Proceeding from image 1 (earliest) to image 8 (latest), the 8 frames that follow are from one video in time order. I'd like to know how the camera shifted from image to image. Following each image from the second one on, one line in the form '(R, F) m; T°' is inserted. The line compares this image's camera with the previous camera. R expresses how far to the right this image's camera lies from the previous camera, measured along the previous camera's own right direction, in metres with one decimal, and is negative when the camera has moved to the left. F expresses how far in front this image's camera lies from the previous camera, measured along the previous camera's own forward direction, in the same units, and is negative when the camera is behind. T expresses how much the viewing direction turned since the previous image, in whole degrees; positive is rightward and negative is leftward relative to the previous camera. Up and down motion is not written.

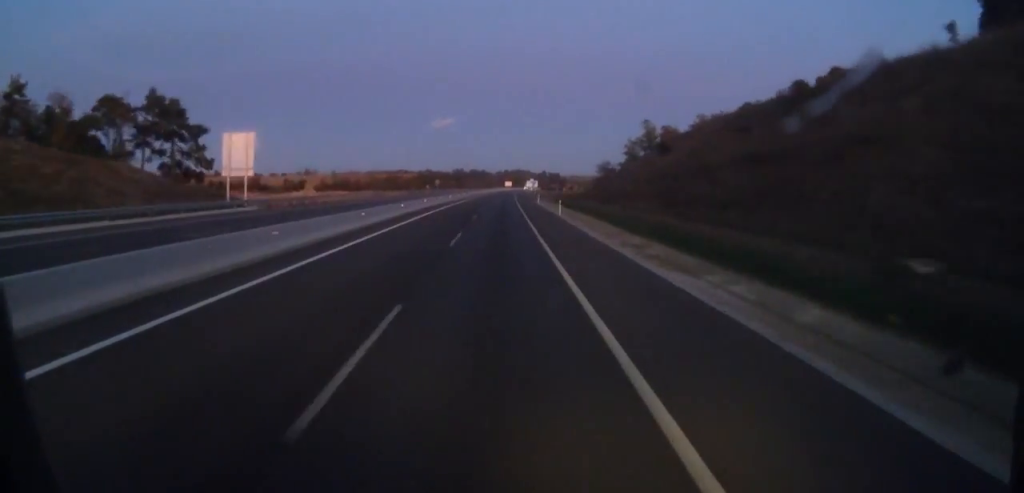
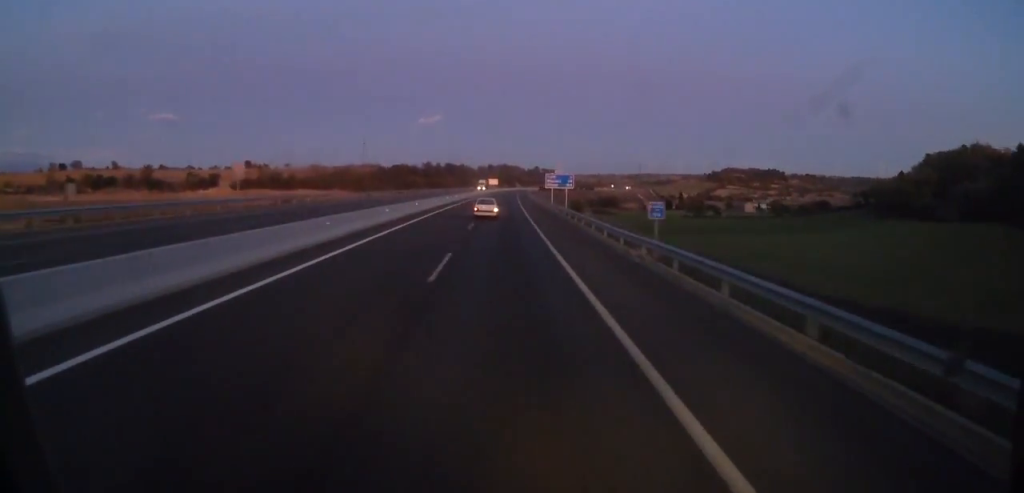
(+2.5, +135.5) m; +1°
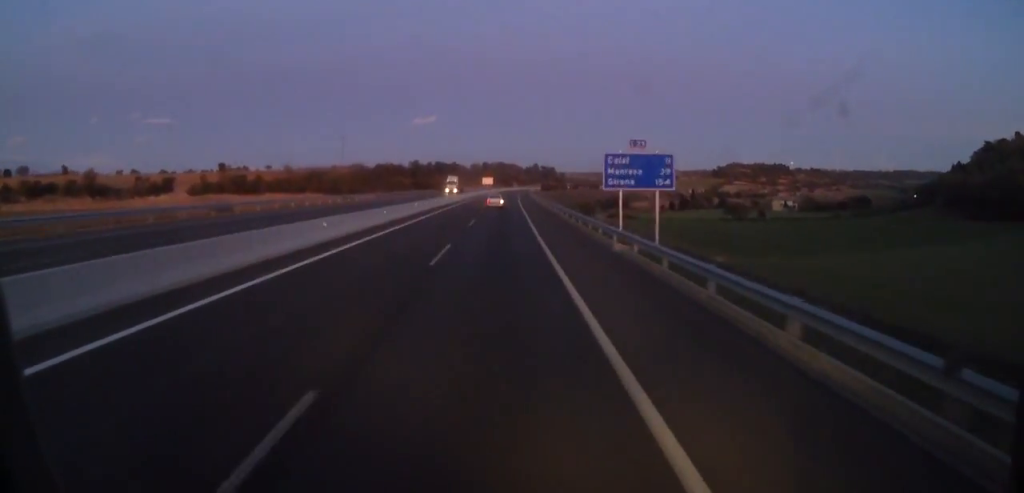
(+0.1, +50.5) m; 0°
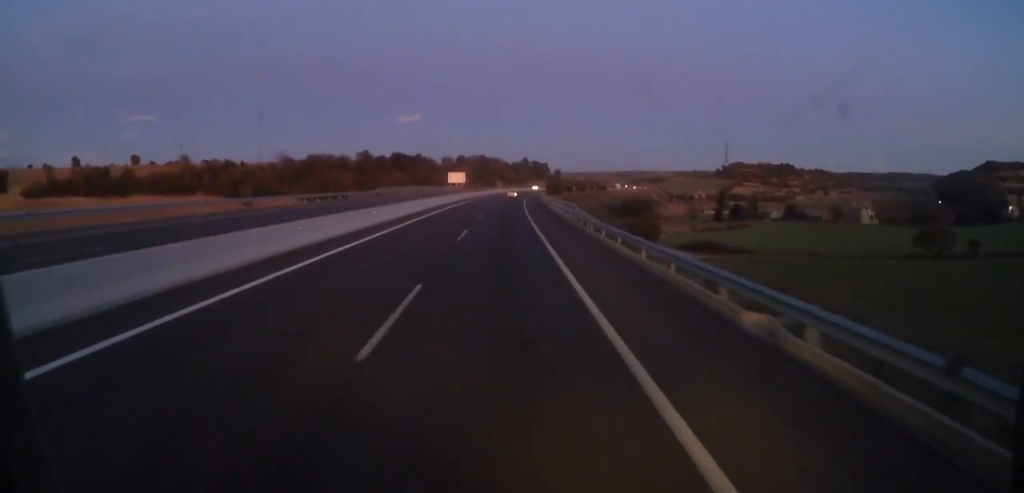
(+0.6, +114.9) m; +2°
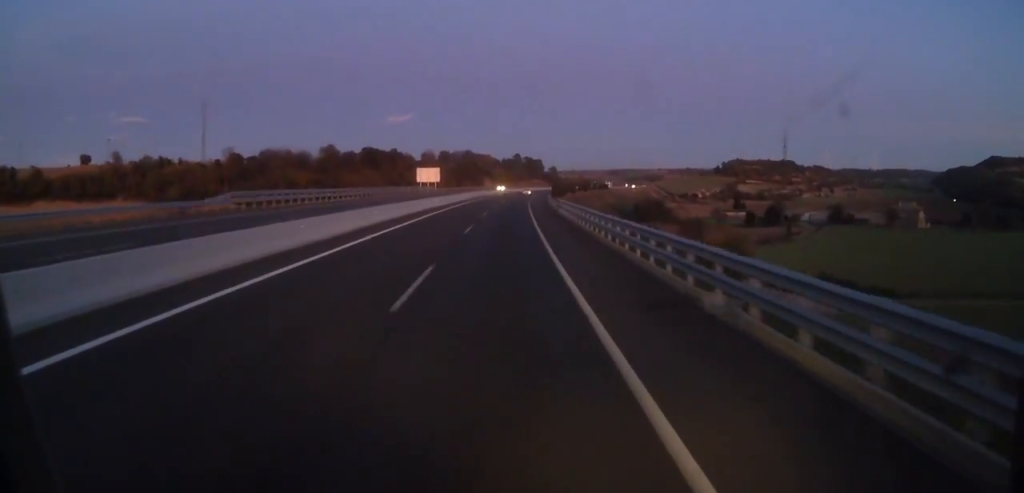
(+0.8, +48.7) m; +1°
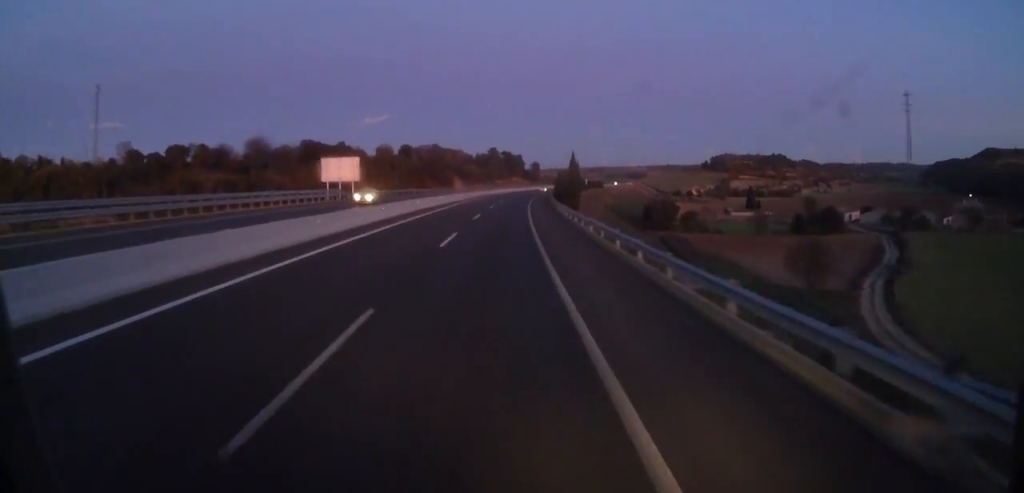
(+0.6, +58.1) m; +2°
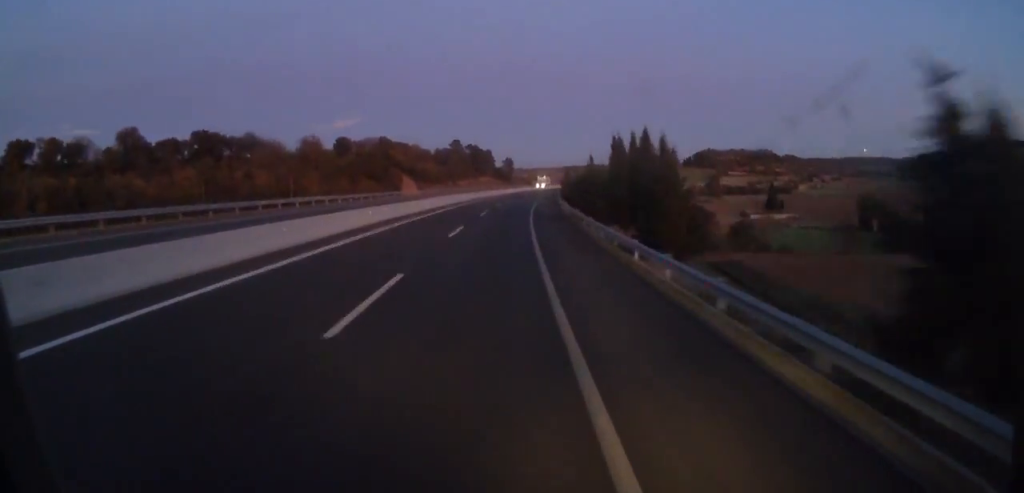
(-0.2, +64.5) m; +3°
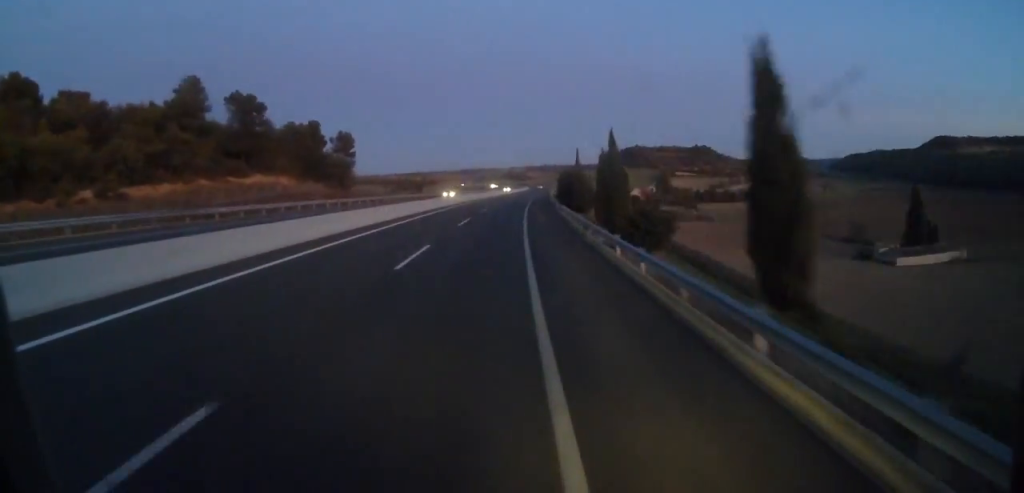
(+17.3, +163.7) m; +10°
